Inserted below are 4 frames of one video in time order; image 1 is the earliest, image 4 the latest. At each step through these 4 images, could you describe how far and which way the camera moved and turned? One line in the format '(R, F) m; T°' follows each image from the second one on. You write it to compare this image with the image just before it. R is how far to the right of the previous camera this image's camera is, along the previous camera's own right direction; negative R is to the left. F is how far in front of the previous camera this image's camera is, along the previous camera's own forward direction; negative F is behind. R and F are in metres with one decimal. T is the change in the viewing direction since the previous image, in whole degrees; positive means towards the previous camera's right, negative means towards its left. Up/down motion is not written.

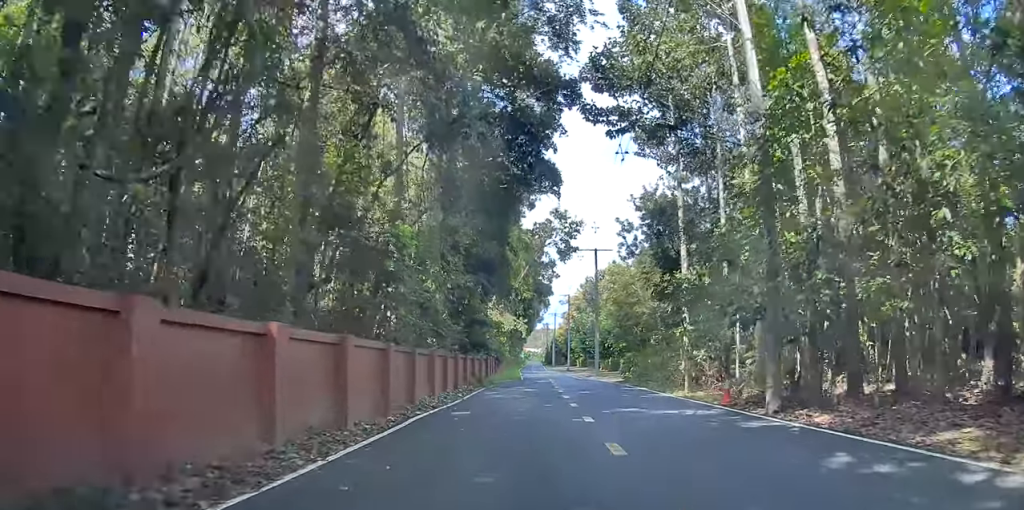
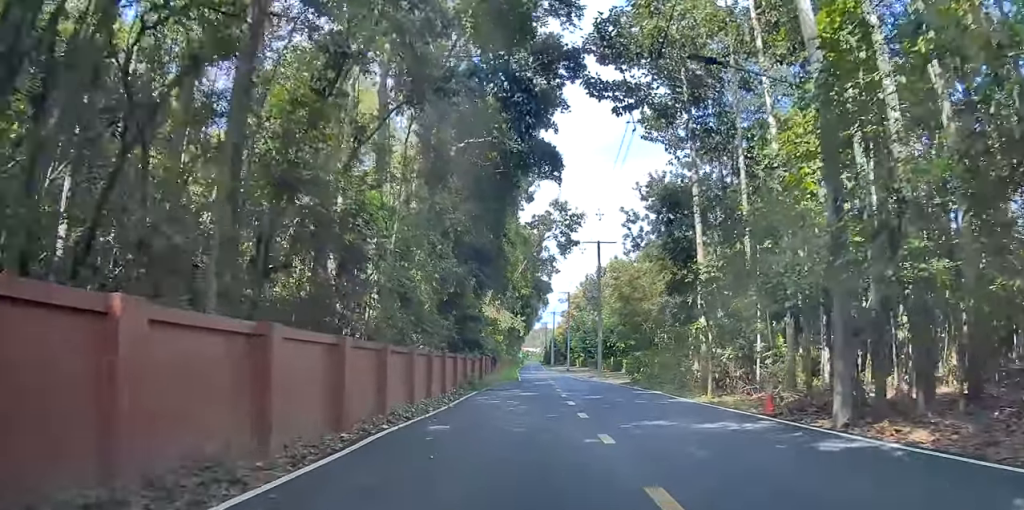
(0.0, +1.9) m; -3°
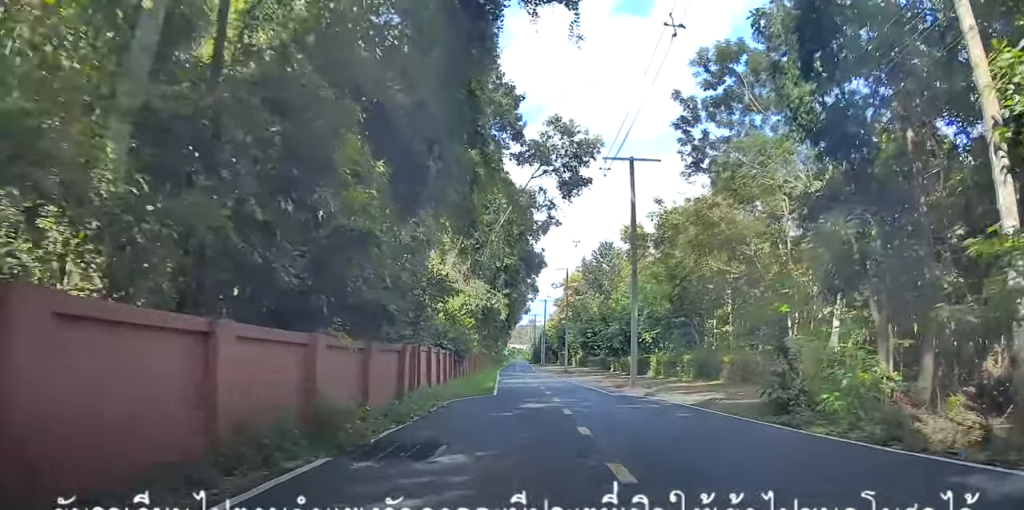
(-0.4, +12.6) m; -5°
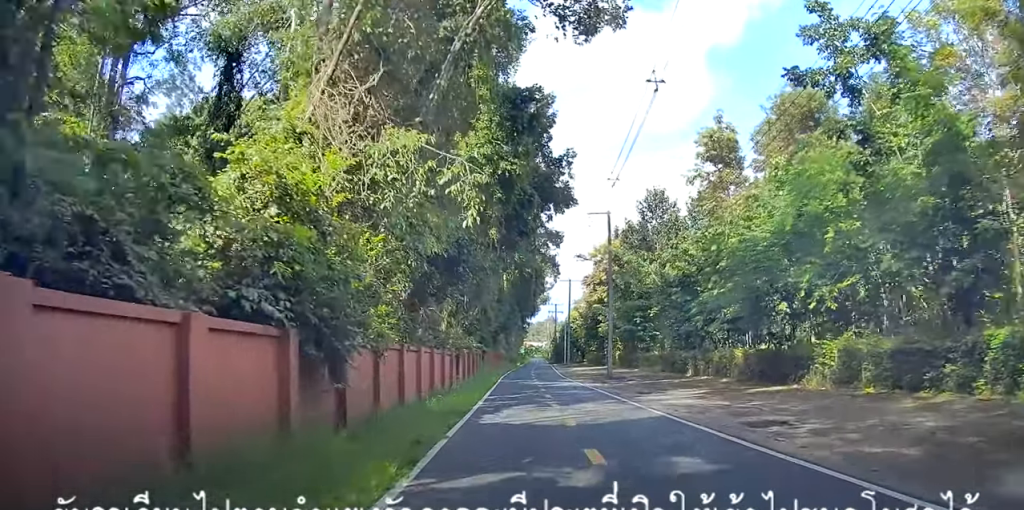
(+2.8, +17.4) m; +9°
